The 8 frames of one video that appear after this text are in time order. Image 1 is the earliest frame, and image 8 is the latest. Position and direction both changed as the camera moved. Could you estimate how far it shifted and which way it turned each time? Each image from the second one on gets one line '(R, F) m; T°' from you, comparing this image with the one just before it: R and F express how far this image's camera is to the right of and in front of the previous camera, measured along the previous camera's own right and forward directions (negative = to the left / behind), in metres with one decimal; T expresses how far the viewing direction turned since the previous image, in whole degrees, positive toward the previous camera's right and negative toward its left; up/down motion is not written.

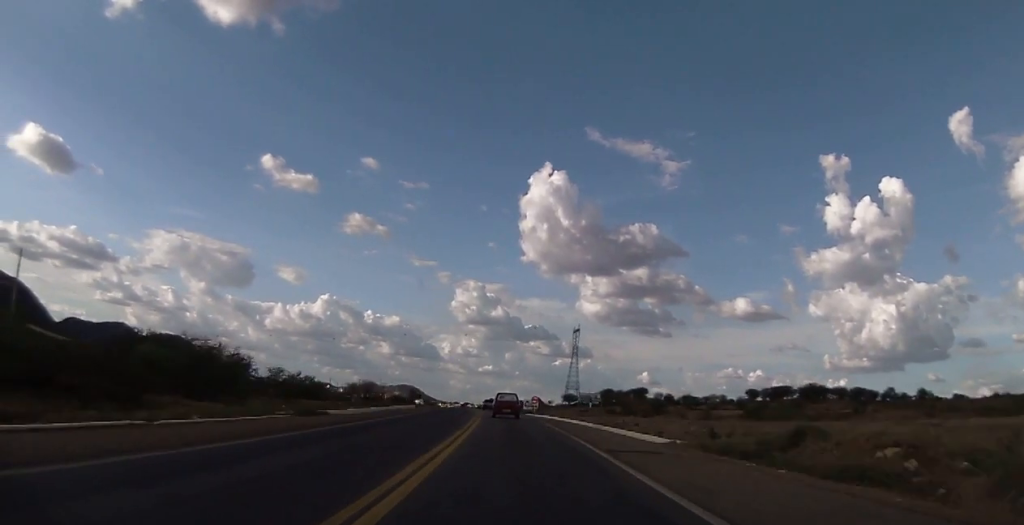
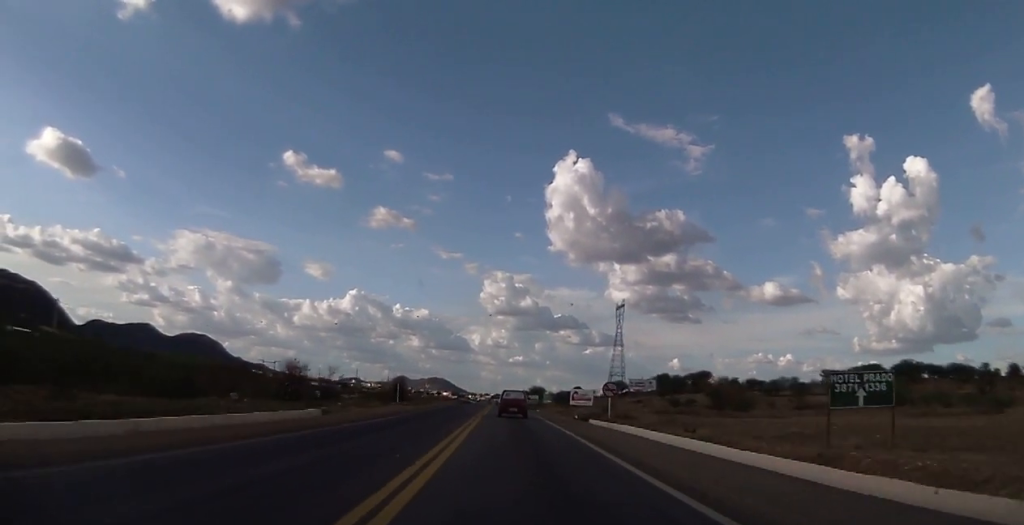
(-1.6, +49.6) m; -3°
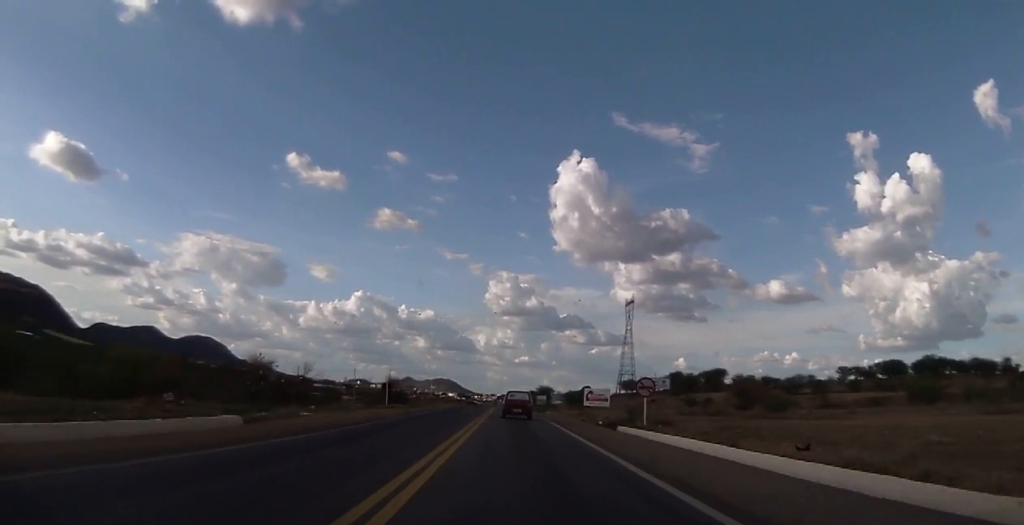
(0.0, +10.1) m; -1°
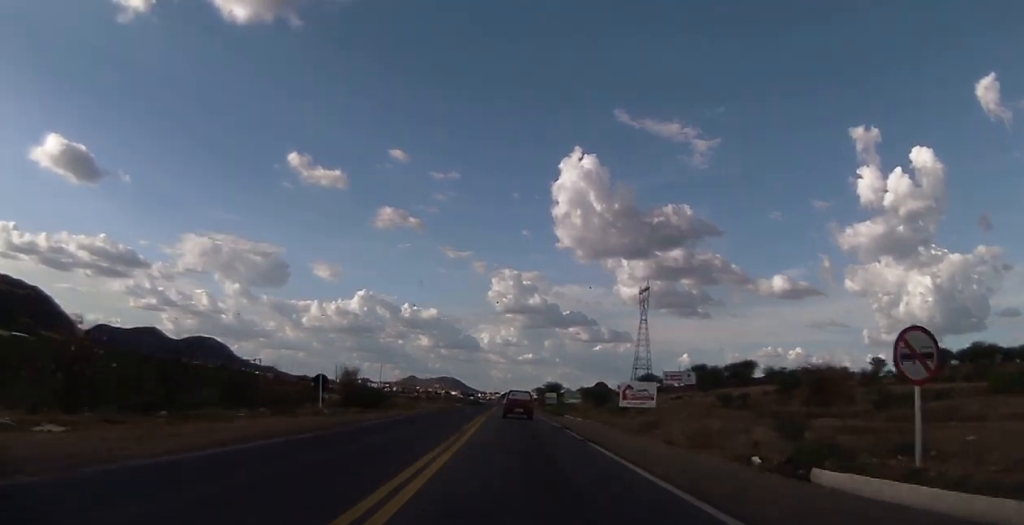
(-0.4, +24.0) m; 0°
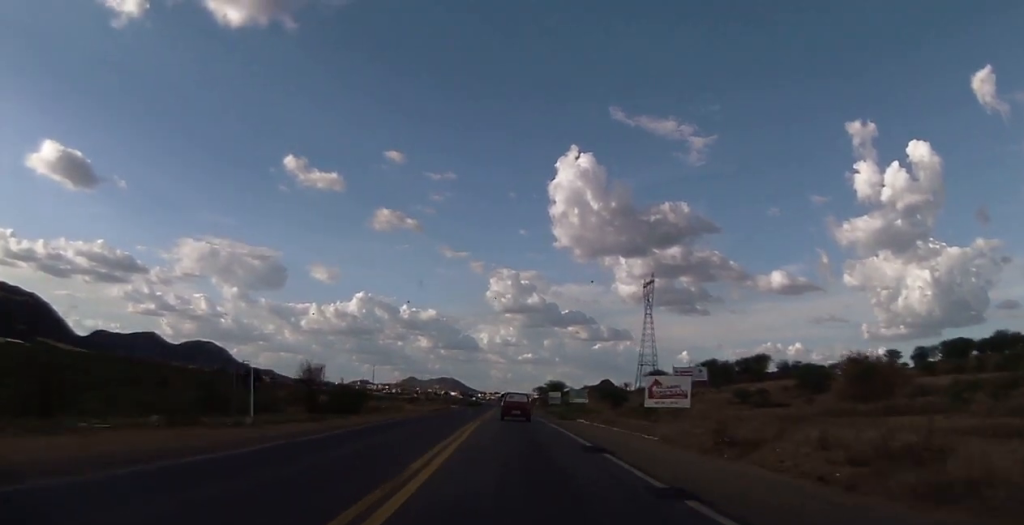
(+0.2, +11.1) m; 0°
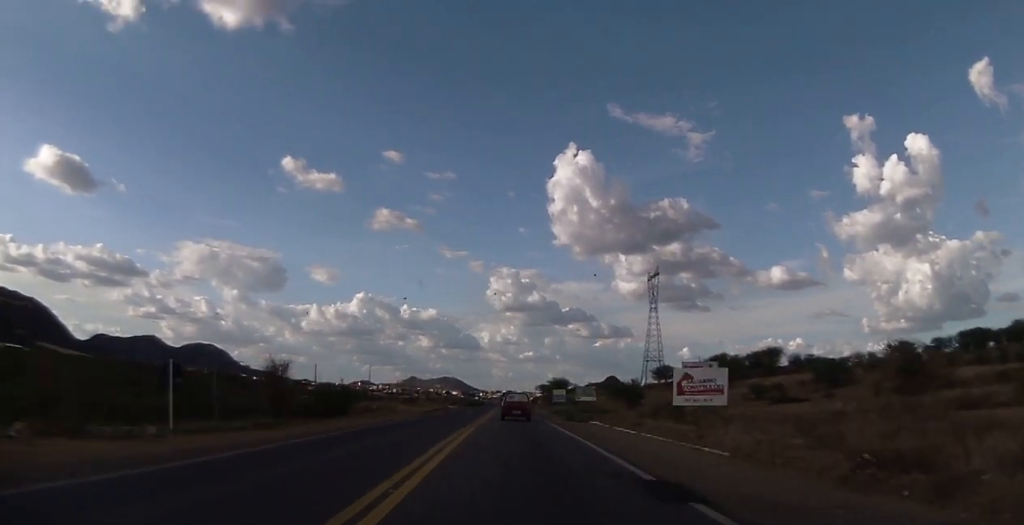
(+0.1, +7.8) m; 0°
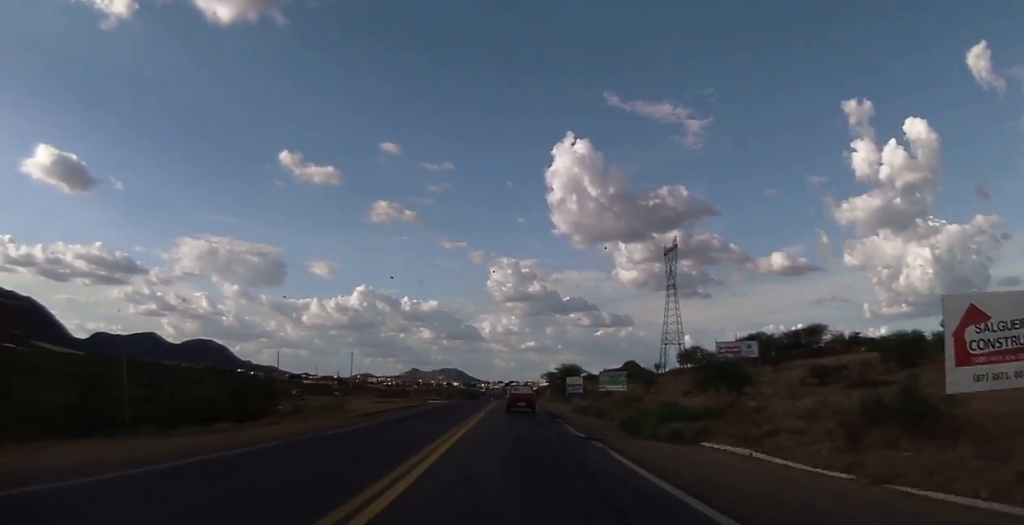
(-0.3, +25.3) m; -2°
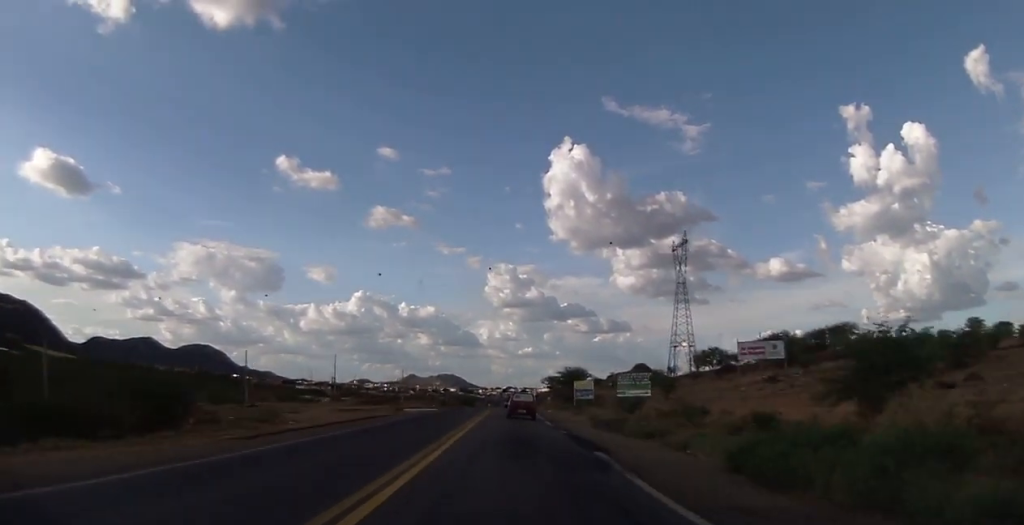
(-0.3, +14.4) m; 0°
